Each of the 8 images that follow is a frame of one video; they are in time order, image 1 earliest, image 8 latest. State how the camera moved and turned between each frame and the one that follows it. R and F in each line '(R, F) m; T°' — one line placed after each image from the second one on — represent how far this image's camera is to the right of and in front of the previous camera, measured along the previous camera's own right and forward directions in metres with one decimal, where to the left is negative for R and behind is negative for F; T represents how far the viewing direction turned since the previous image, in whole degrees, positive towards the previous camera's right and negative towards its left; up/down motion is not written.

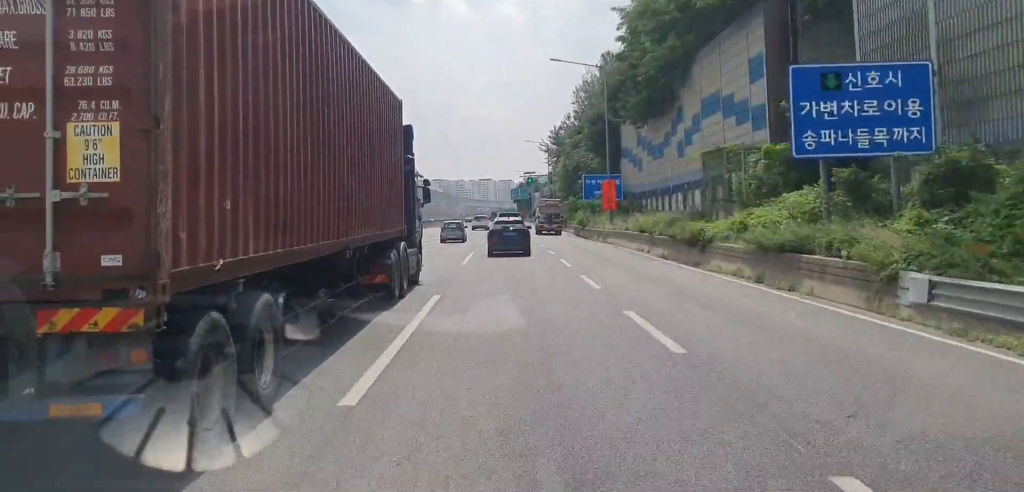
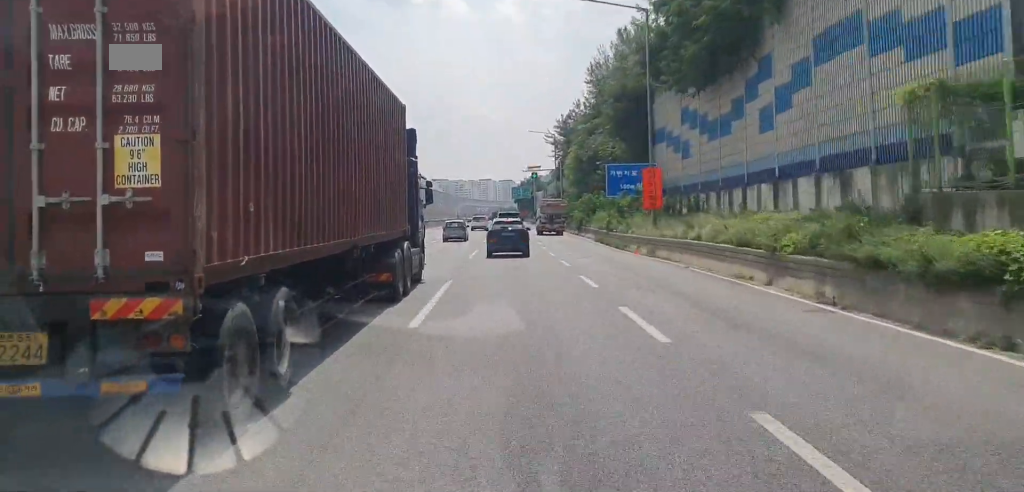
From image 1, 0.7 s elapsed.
(-0.2, +14.0) m; +1°
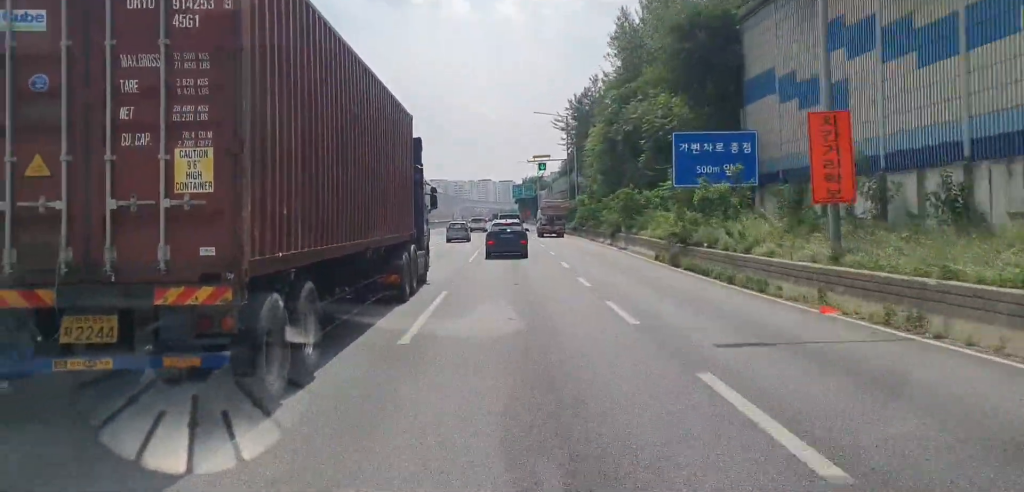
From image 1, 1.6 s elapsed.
(+0.3, +20.4) m; +1°
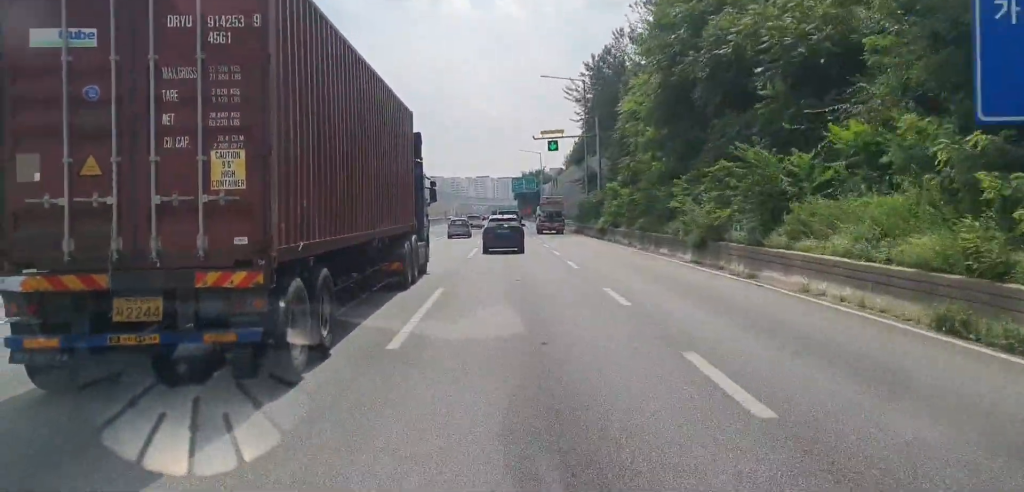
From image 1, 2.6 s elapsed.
(+0.1, +20.4) m; 0°
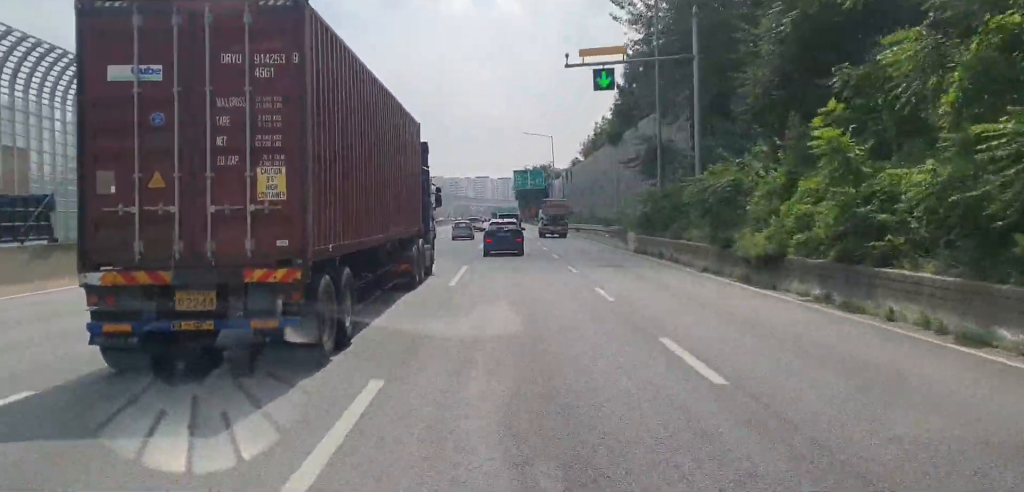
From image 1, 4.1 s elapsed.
(-0.2, +30.9) m; 0°
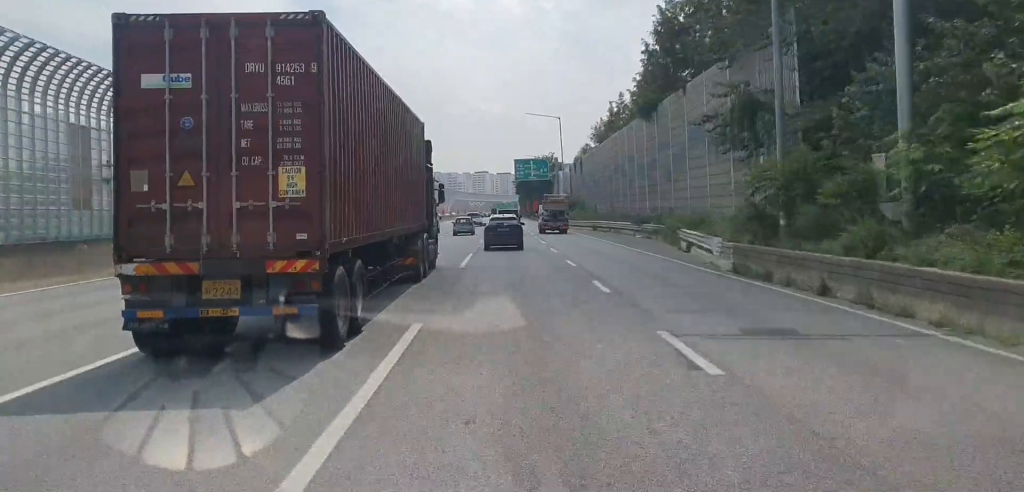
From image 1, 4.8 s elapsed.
(0.0, +15.4) m; 0°
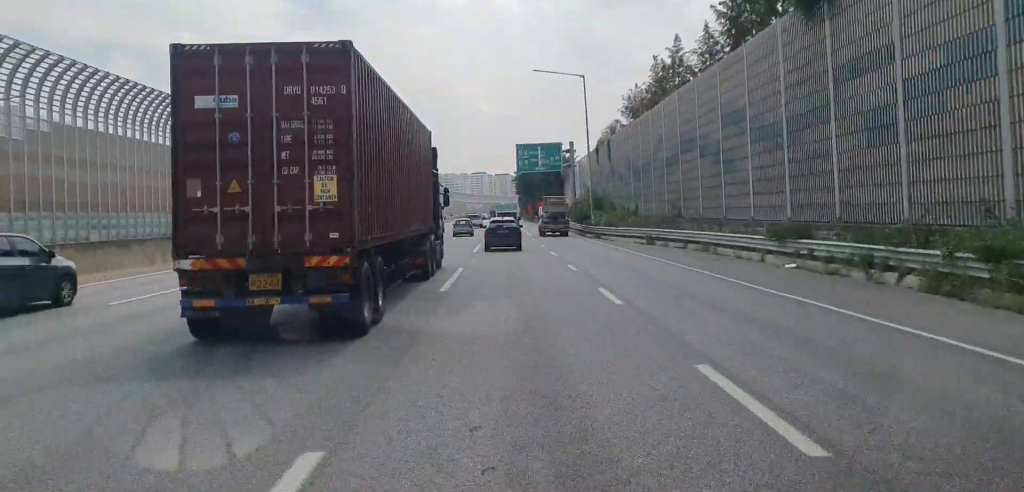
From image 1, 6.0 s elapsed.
(0.0, +25.9) m; 0°
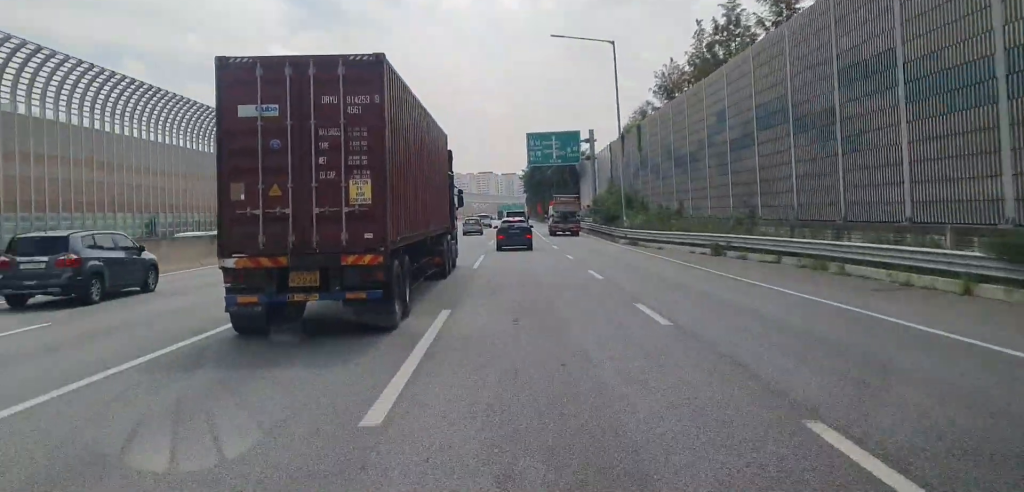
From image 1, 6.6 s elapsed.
(0.0, +11.3) m; 0°
